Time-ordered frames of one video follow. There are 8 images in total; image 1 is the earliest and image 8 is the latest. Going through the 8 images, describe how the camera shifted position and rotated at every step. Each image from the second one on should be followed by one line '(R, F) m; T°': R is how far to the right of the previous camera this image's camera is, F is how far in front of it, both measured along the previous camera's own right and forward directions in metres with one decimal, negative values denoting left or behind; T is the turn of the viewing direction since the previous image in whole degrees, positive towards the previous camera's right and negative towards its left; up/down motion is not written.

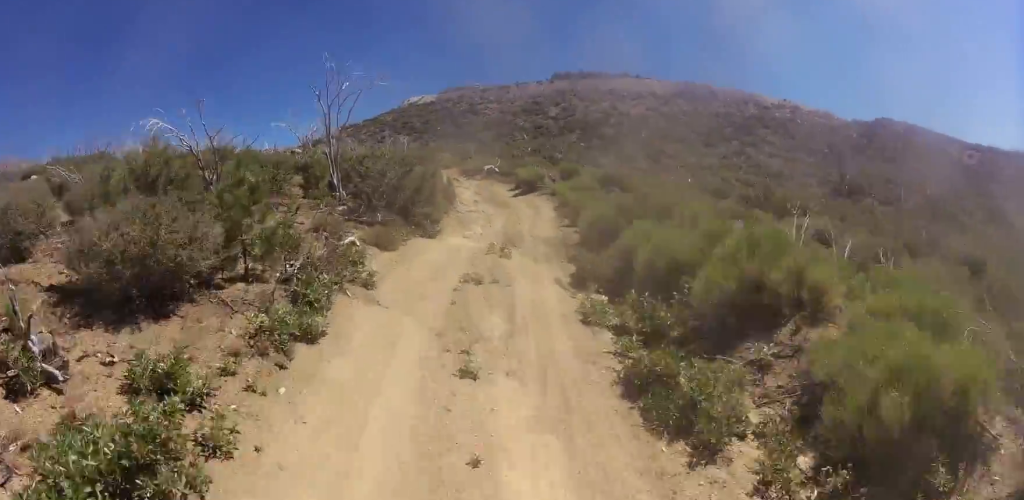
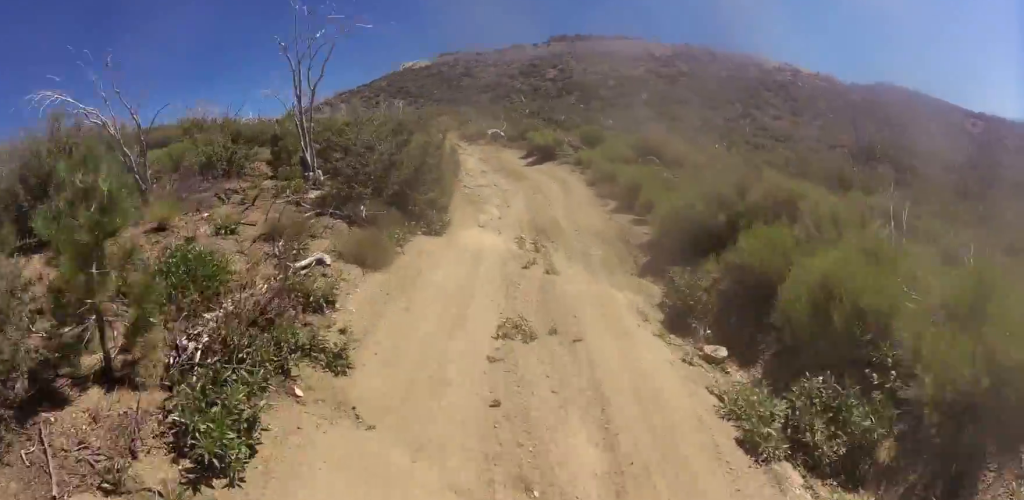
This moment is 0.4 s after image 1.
(+0.4, +3.5) m; +6°
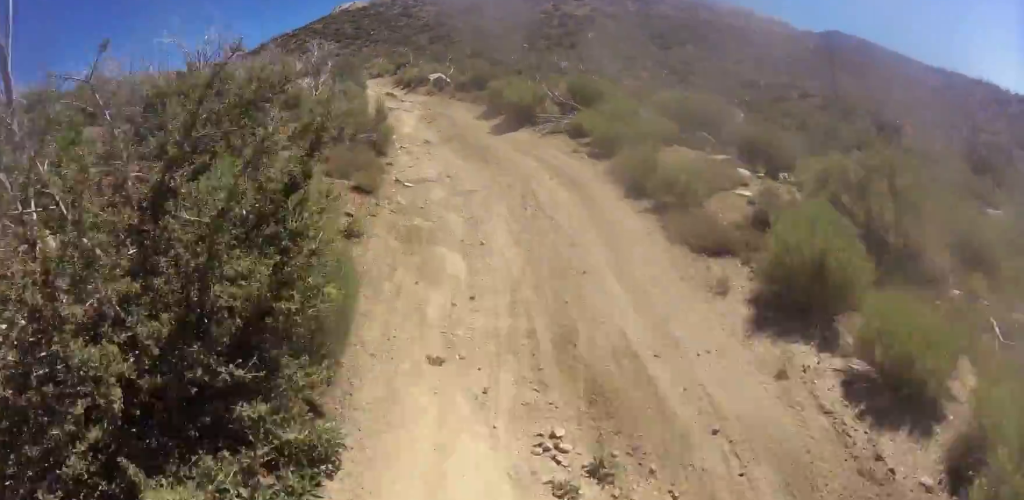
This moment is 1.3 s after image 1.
(+0.7, +7.1) m; +6°
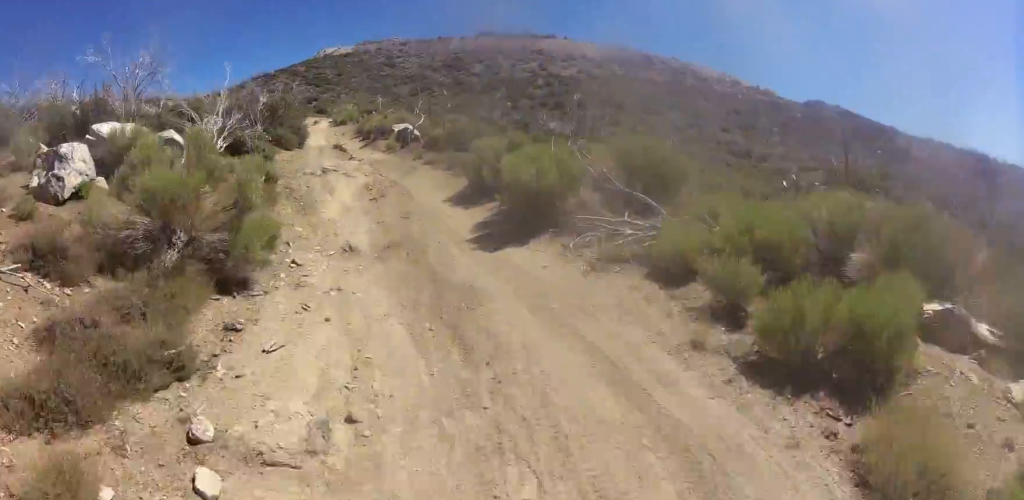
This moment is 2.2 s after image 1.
(+0.3, +7.2) m; -2°
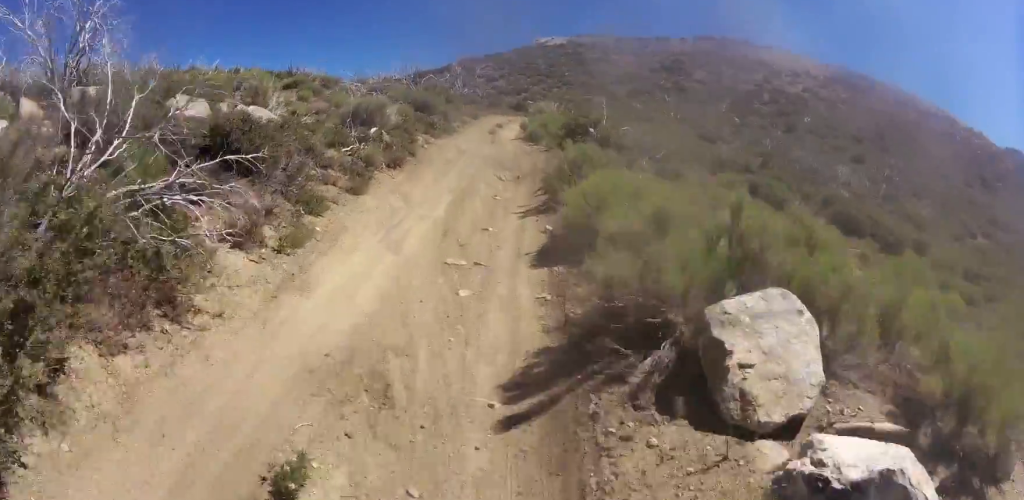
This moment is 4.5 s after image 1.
(-1.5, +18.8) m; -9°
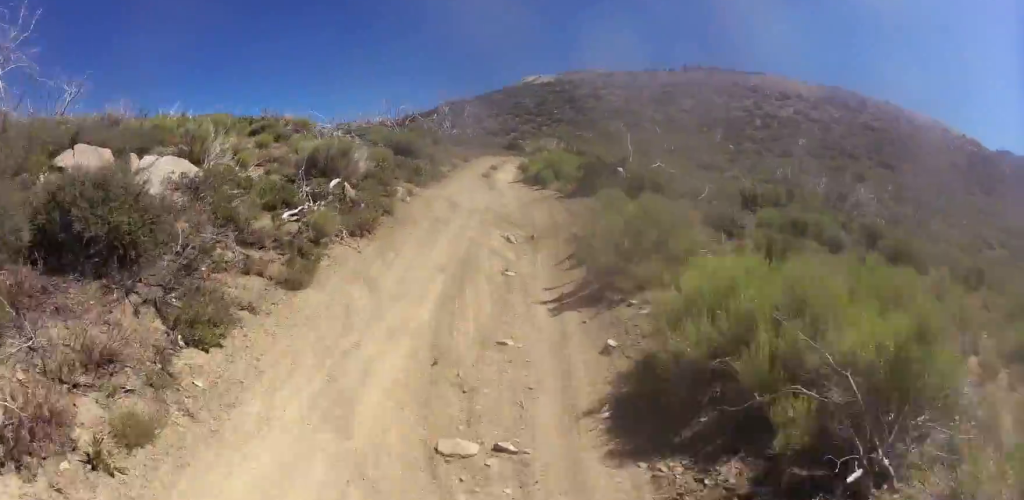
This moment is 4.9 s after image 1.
(+0.2, +3.4) m; -3°
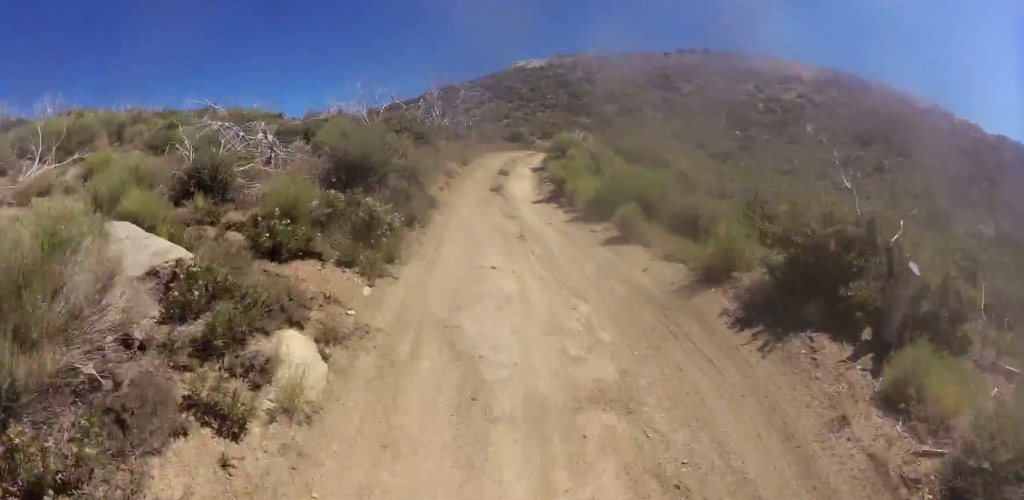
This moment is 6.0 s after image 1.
(-0.9, +8.3) m; +1°
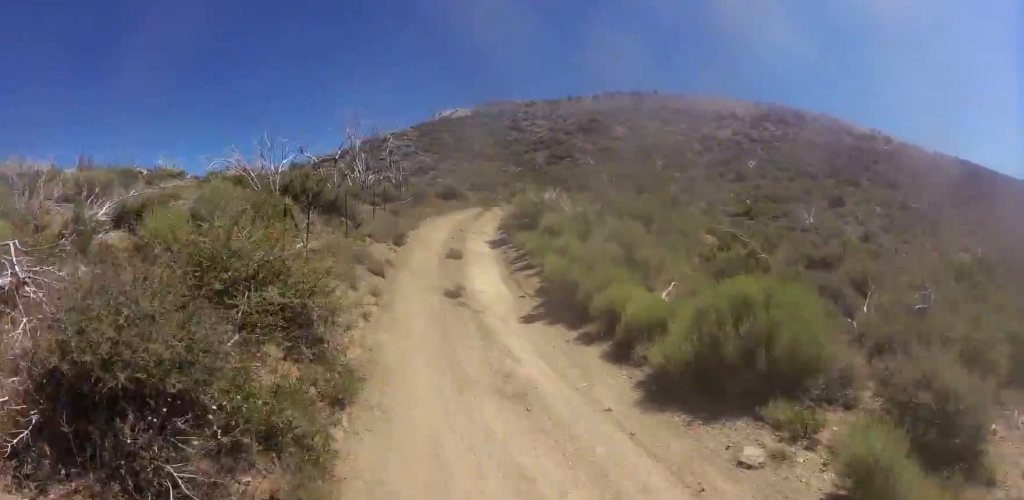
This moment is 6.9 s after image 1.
(+0.8, +6.9) m; +7°
